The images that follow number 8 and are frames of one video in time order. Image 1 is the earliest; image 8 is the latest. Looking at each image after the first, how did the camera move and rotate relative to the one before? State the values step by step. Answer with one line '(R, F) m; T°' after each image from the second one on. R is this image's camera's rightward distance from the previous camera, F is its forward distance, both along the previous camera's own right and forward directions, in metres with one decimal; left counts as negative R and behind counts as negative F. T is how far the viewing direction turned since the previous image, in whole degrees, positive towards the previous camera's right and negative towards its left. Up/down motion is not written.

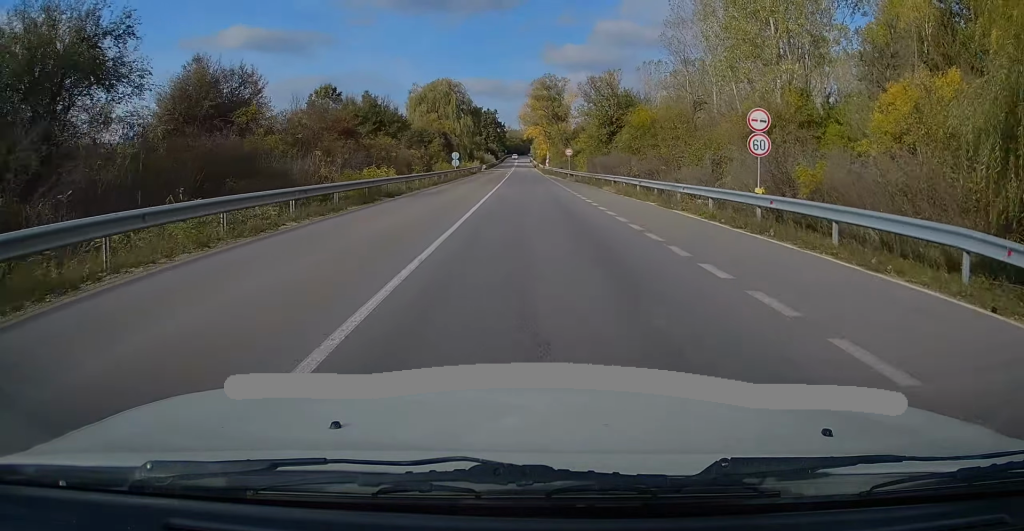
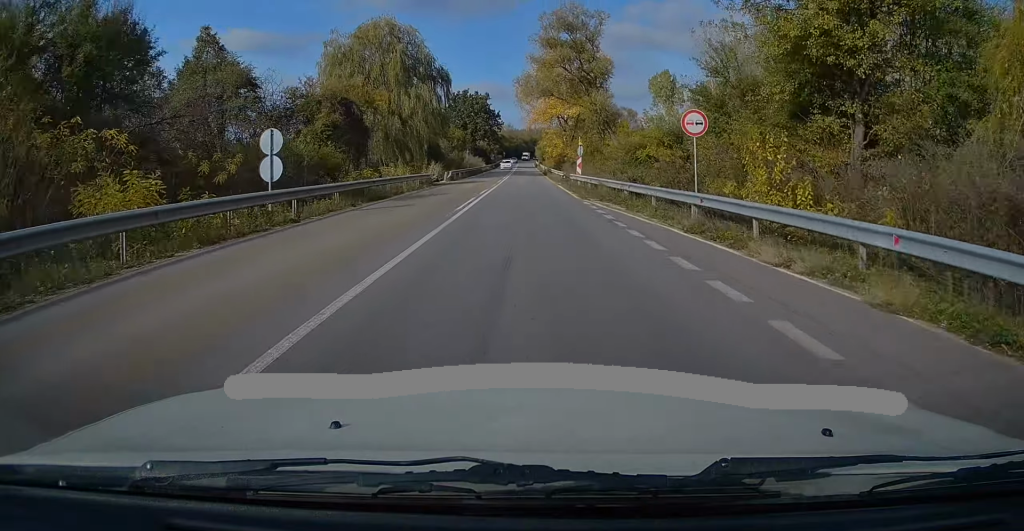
(+0.4, +47.4) m; 0°
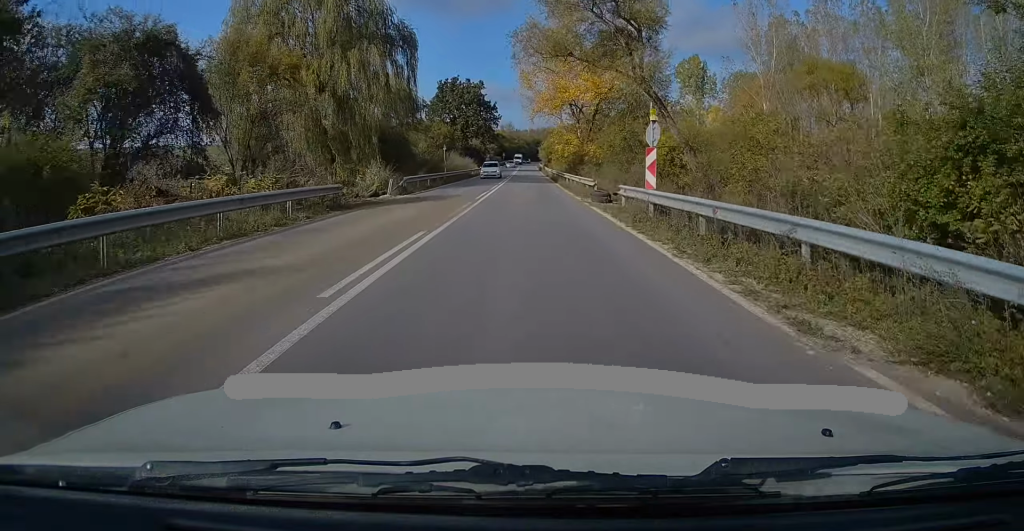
(-0.1, +20.5) m; 0°
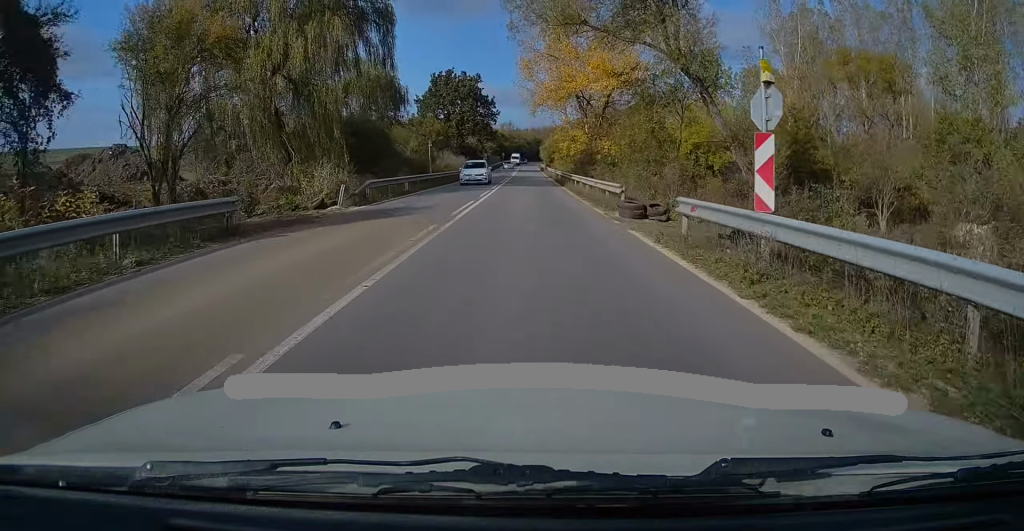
(0.0, +7.7) m; 0°
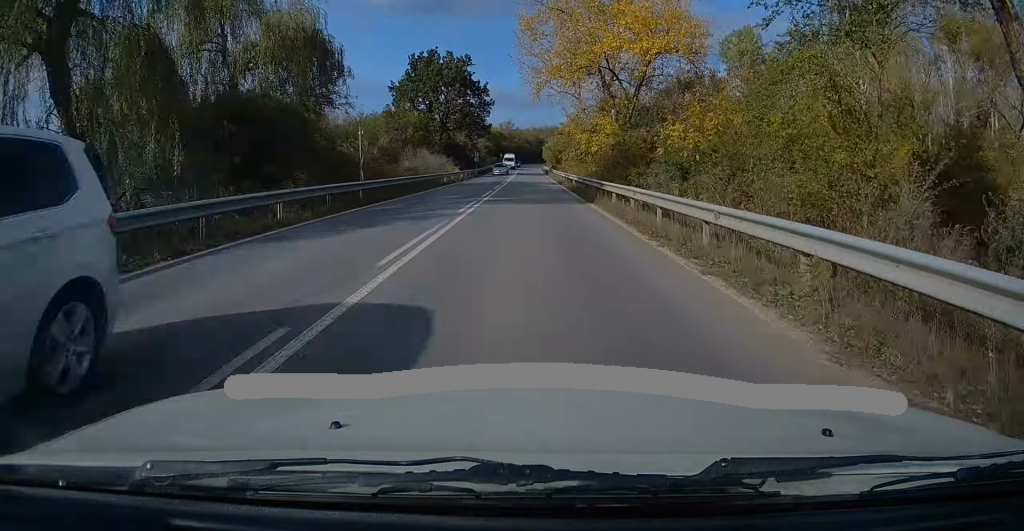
(0.0, +17.3) m; 0°
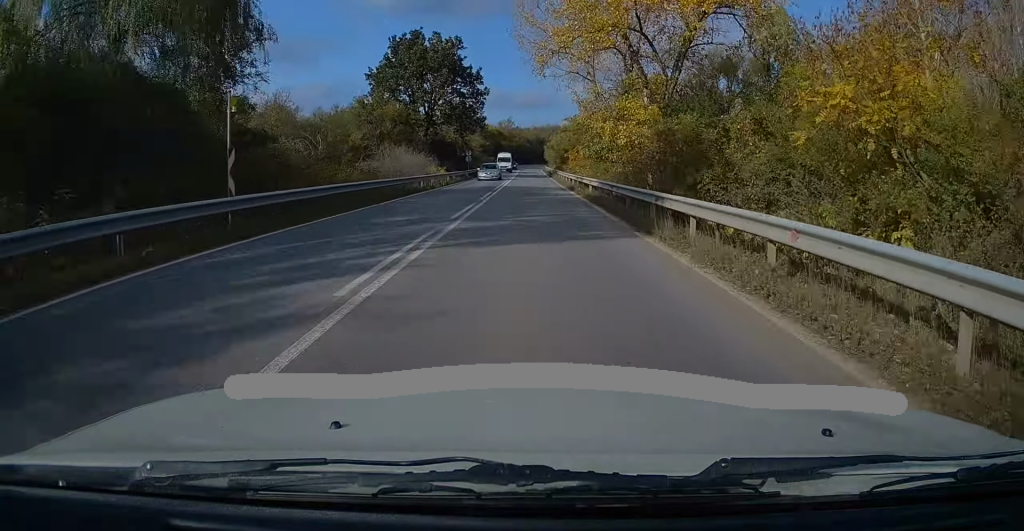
(-0.1, +10.8) m; 0°
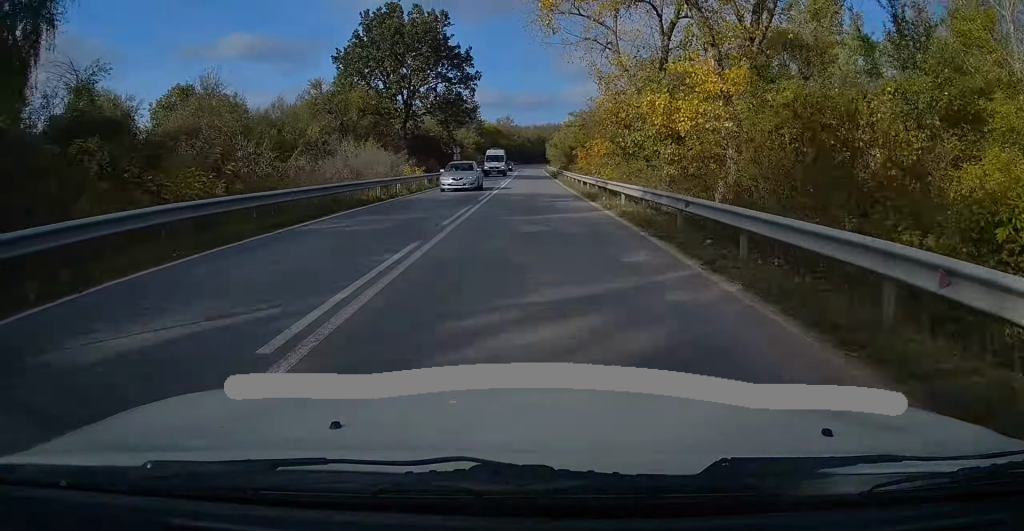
(0.0, +10.8) m; 0°
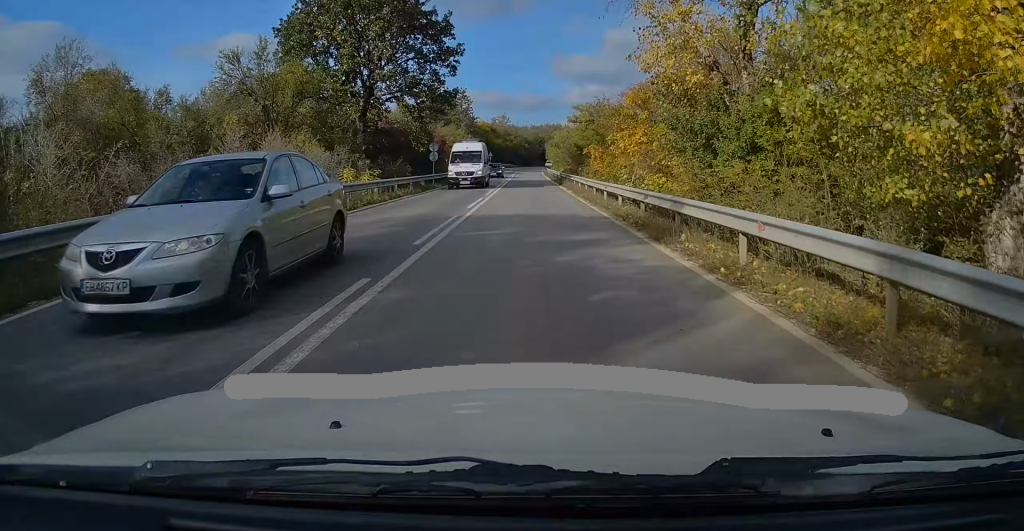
(0.0, +12.0) m; 0°
